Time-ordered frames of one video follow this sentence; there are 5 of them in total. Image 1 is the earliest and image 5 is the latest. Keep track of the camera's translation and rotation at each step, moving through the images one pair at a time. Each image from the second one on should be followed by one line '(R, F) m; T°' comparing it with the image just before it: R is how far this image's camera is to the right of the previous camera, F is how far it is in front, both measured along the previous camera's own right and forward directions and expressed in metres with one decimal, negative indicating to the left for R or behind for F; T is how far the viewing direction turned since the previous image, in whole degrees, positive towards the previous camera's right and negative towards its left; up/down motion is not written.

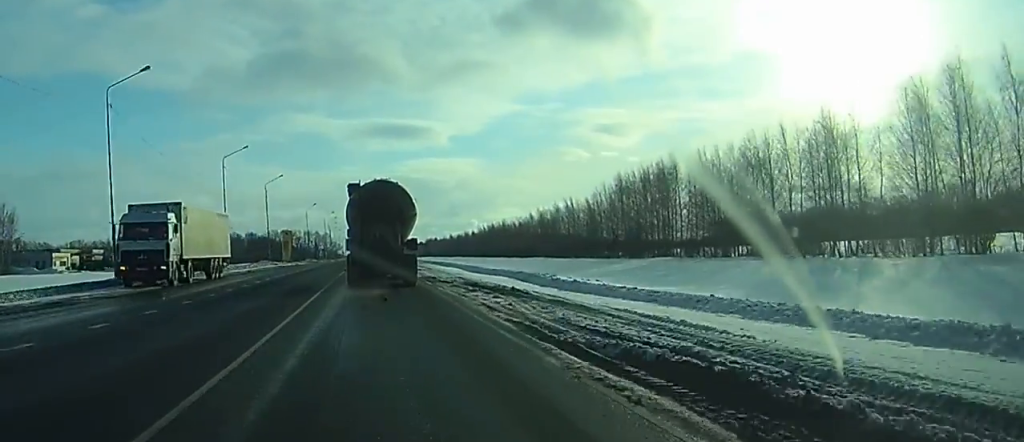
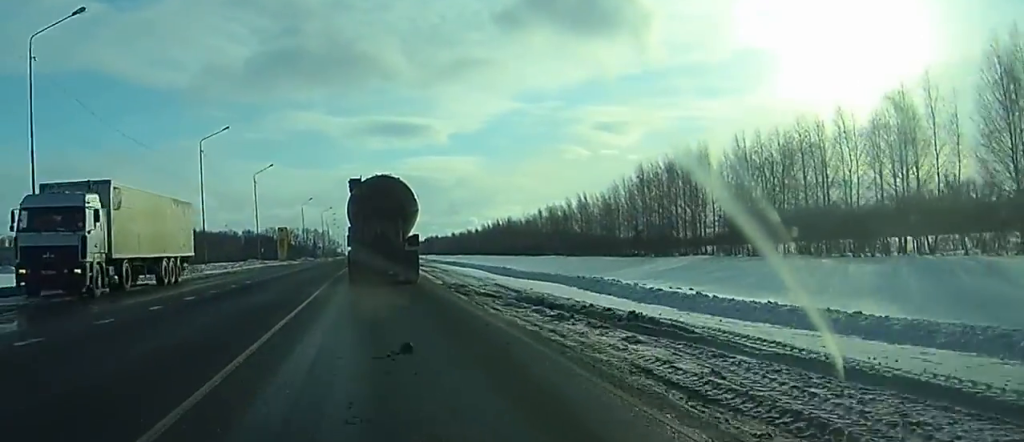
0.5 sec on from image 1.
(0.0, +11.9) m; 0°
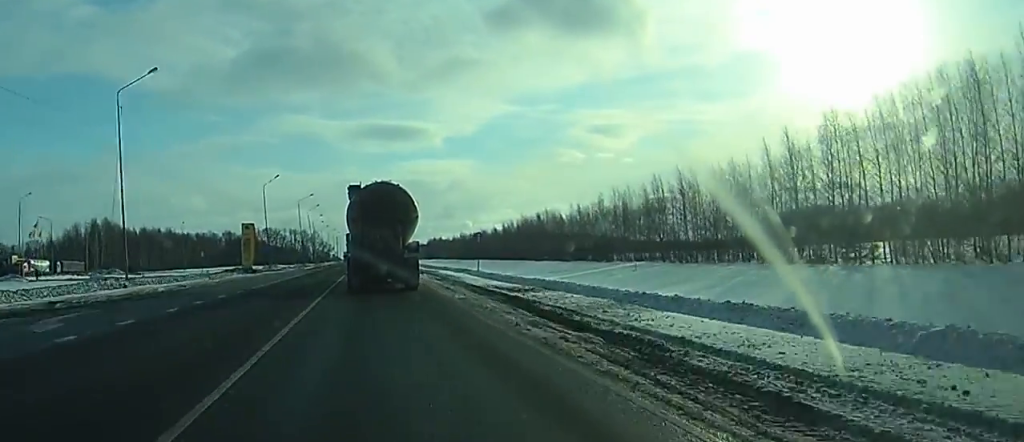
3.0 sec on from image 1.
(-0.2, +59.4) m; 0°
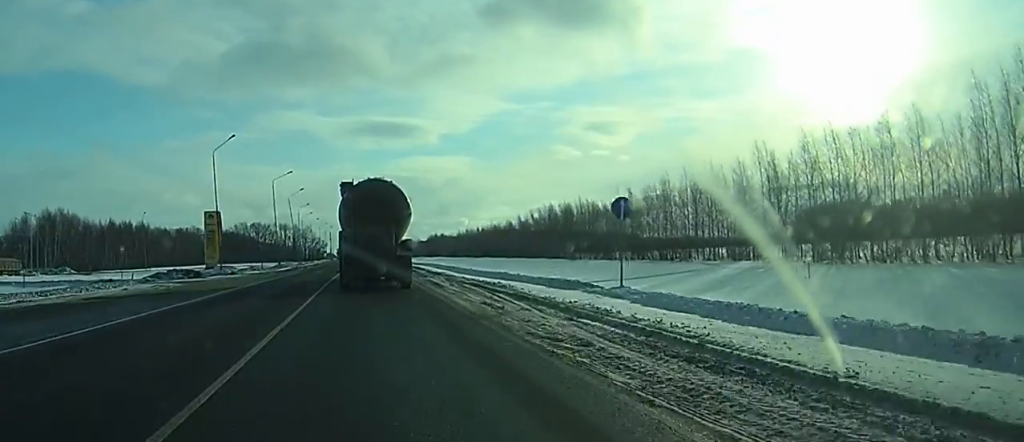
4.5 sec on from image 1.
(0.0, +34.9) m; 0°
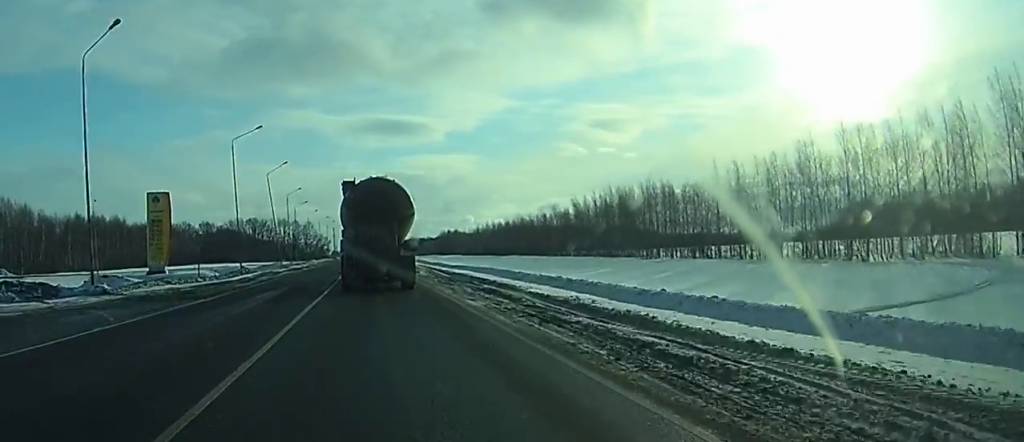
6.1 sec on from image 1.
(0.0, +37.6) m; 0°
